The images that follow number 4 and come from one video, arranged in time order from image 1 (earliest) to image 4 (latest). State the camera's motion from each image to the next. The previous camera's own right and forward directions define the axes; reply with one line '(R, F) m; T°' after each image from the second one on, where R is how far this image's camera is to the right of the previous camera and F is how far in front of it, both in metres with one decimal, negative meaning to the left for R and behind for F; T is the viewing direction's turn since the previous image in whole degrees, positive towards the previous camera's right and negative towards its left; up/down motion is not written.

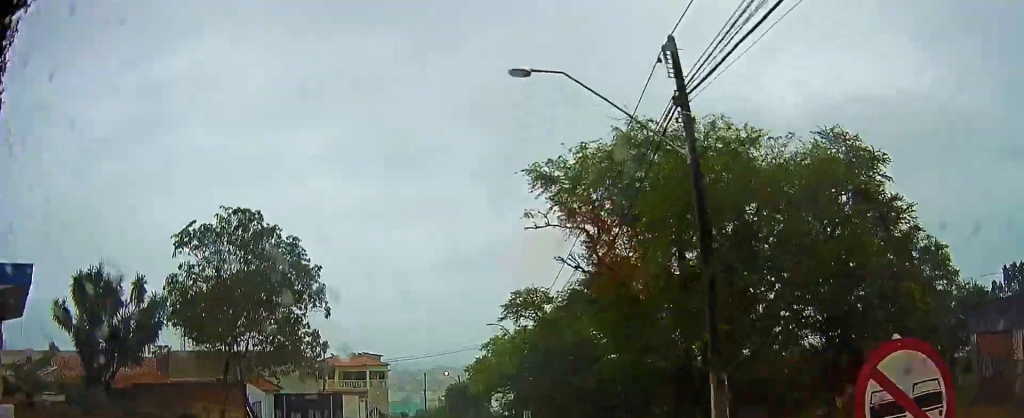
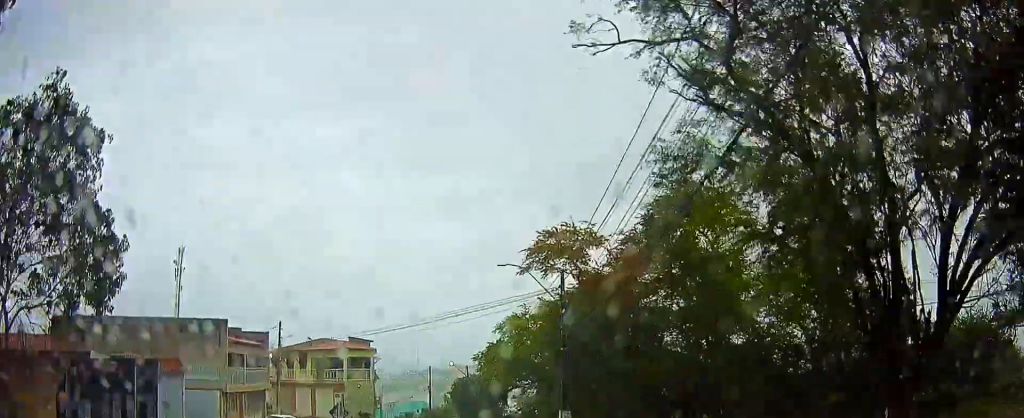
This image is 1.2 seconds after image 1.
(-0.5, +18.0) m; -2°
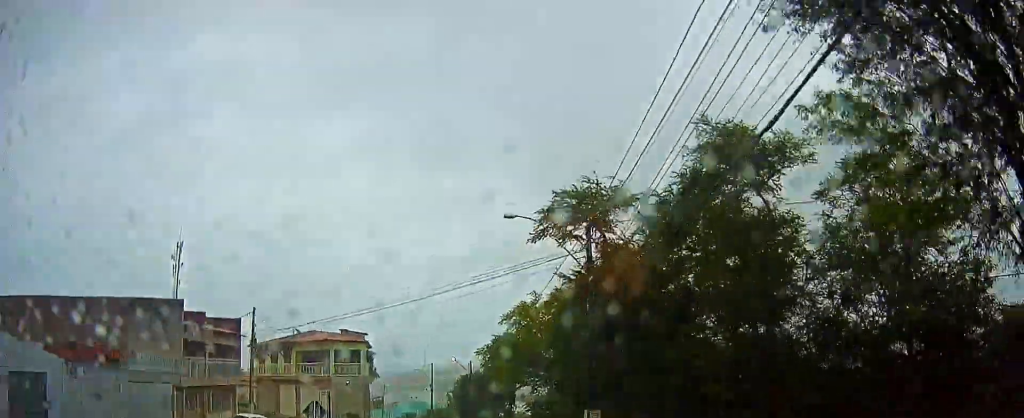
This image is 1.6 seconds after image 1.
(0.0, +6.5) m; 0°
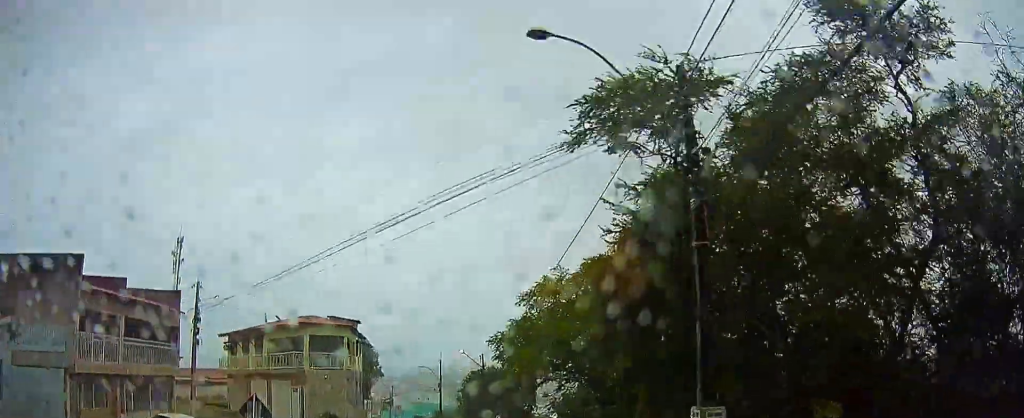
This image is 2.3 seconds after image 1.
(0.0, +9.8) m; -1°
